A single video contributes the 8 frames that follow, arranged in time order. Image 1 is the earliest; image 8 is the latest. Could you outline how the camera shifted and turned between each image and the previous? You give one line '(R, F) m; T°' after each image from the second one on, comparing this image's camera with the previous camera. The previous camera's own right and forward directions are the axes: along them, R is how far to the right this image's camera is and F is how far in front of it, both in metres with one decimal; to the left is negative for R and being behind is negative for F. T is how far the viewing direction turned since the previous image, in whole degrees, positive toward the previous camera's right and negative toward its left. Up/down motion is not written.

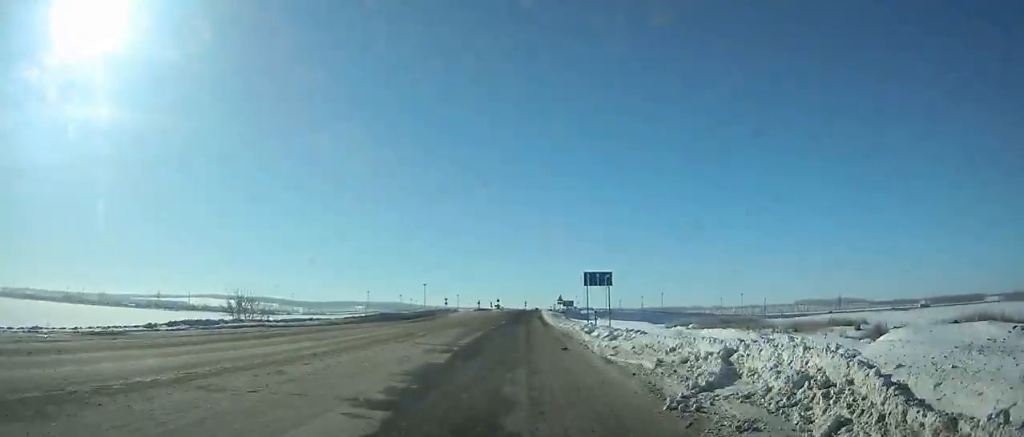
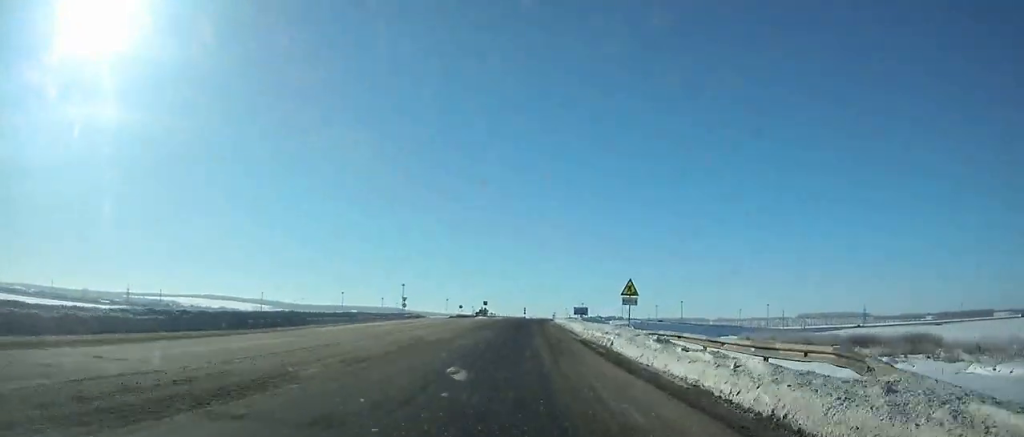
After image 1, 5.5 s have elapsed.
(+0.1, +55.9) m; +1°
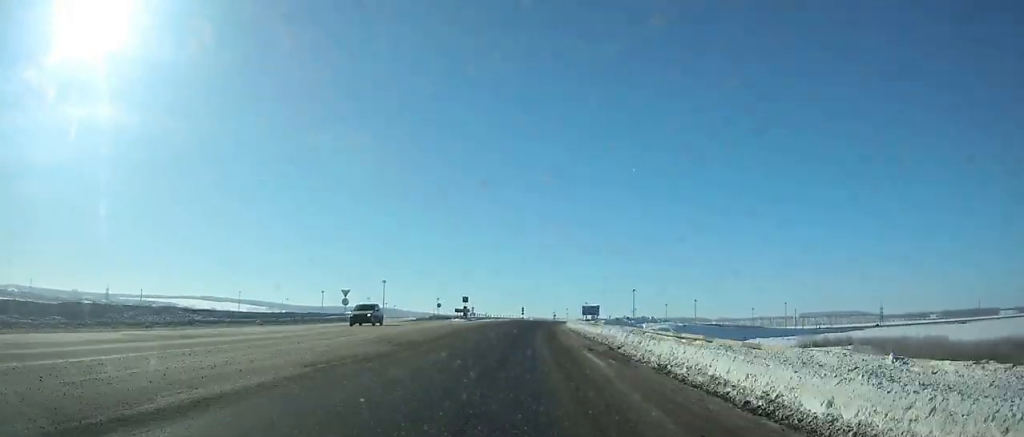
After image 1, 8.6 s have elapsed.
(+0.5, +33.8) m; +1°
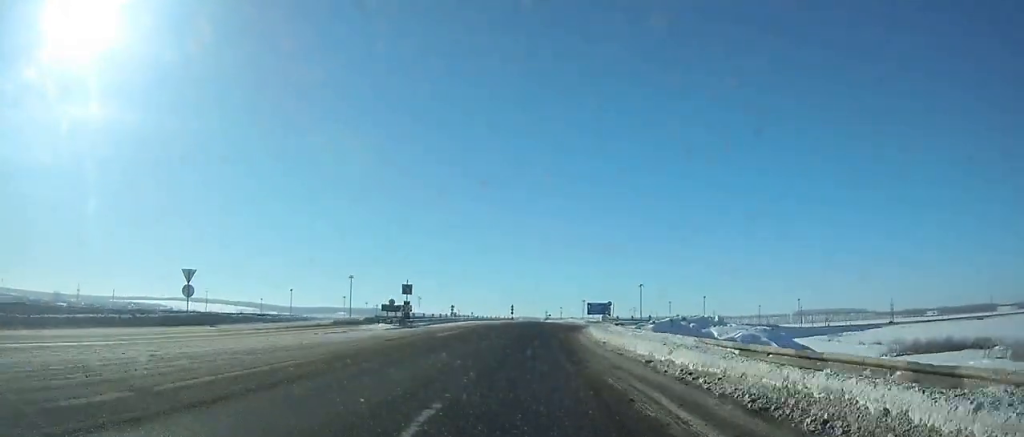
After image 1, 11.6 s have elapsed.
(+0.1, +34.1) m; 0°
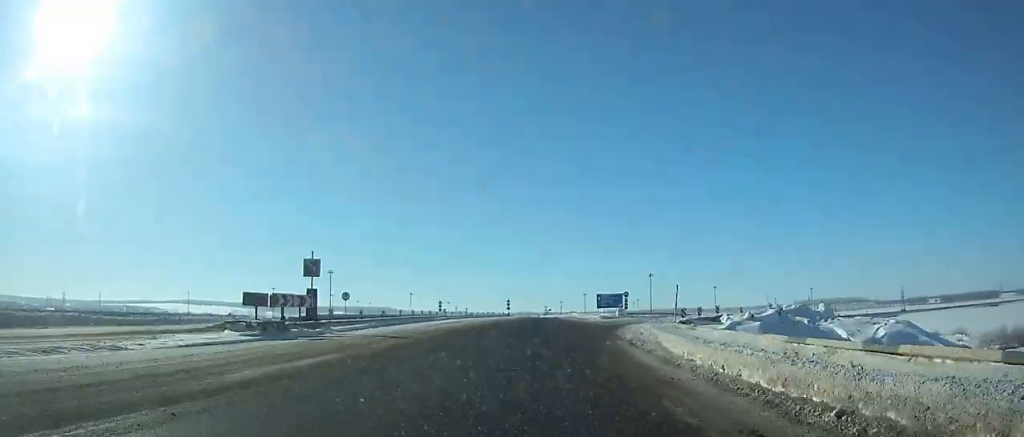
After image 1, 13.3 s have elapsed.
(0.0, +19.9) m; 0°
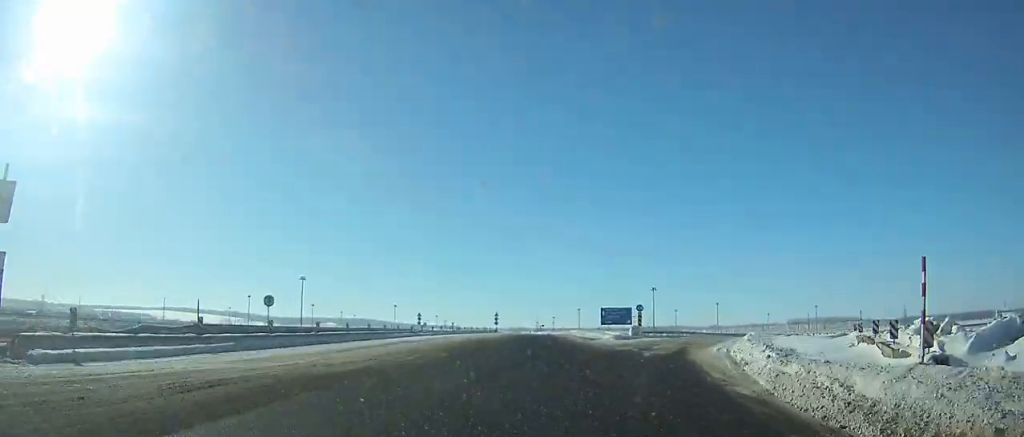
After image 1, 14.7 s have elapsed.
(+0.1, +17.2) m; 0°
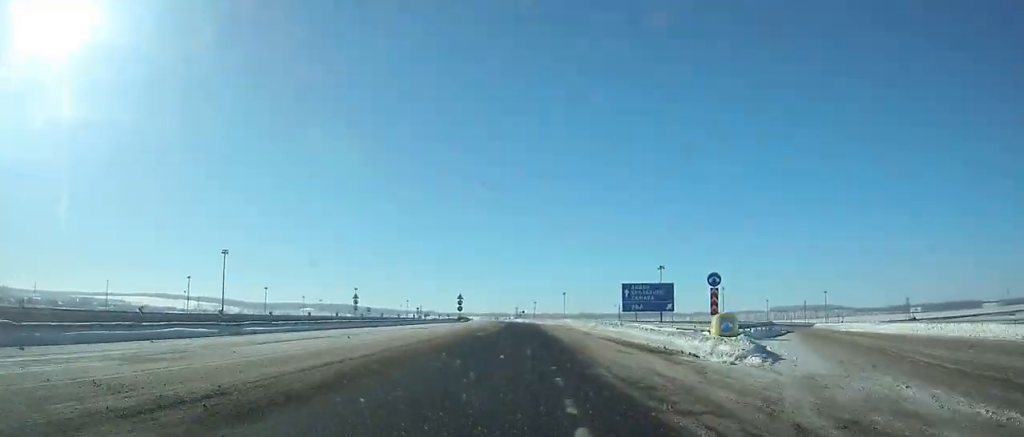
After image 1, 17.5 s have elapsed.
(+0.3, +35.6) m; +1°
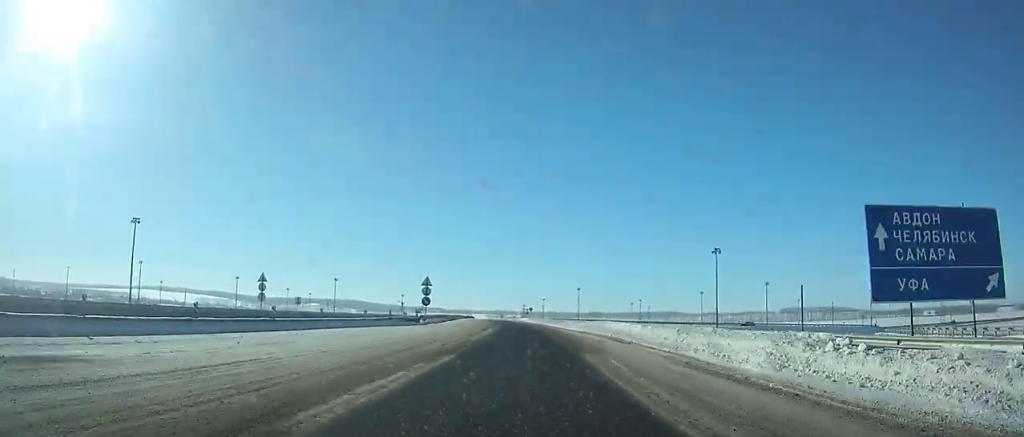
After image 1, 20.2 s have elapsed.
(+0.2, +36.5) m; 0°
